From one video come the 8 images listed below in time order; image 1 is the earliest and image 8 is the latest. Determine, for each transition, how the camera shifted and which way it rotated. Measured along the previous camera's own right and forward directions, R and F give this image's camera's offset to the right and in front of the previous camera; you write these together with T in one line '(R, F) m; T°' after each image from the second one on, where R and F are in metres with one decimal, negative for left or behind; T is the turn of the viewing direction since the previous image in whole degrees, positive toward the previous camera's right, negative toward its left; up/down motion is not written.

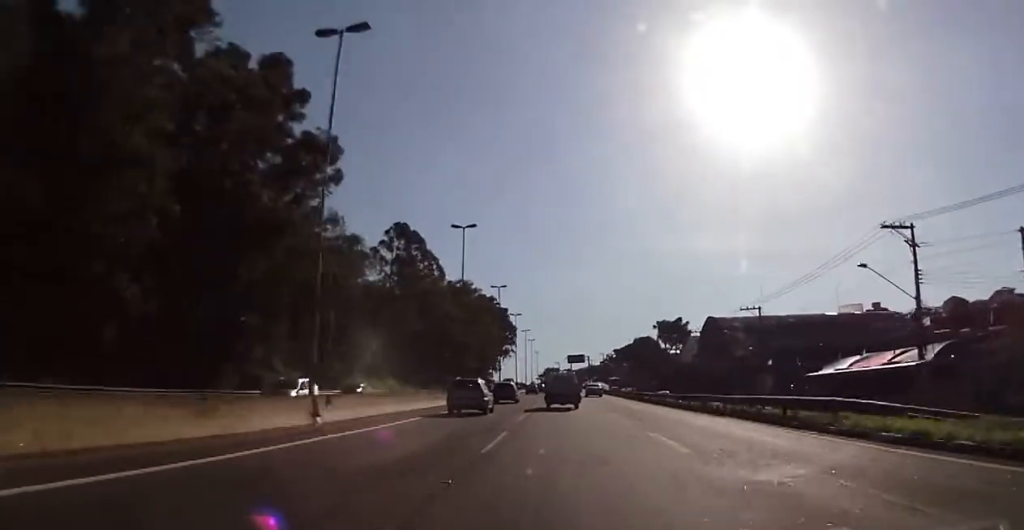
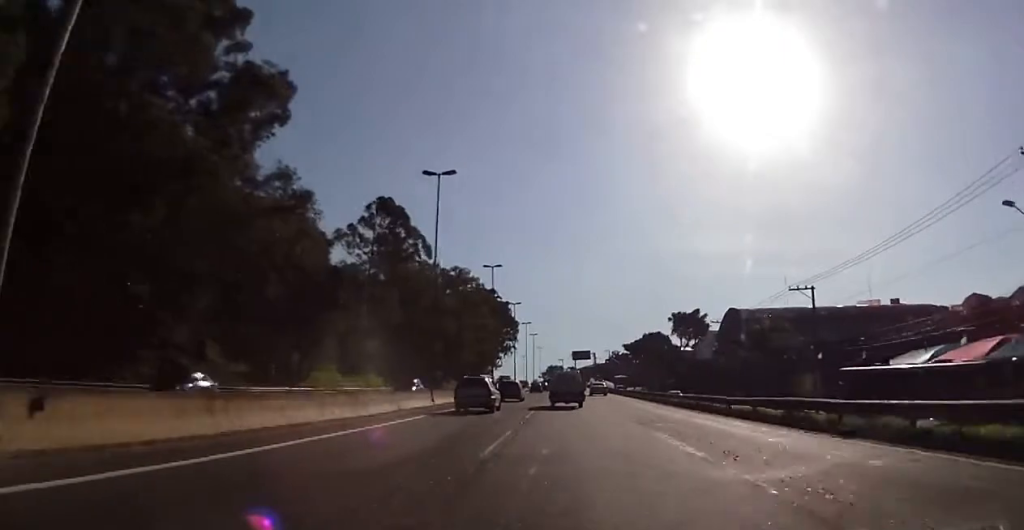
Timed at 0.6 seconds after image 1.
(0.0, +12.4) m; 0°
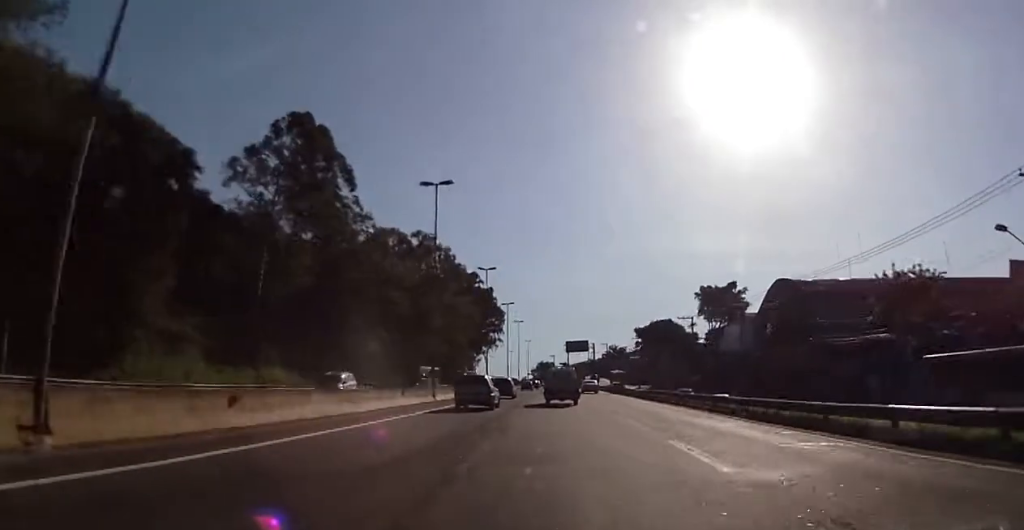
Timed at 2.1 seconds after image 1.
(0.0, +27.7) m; 0°
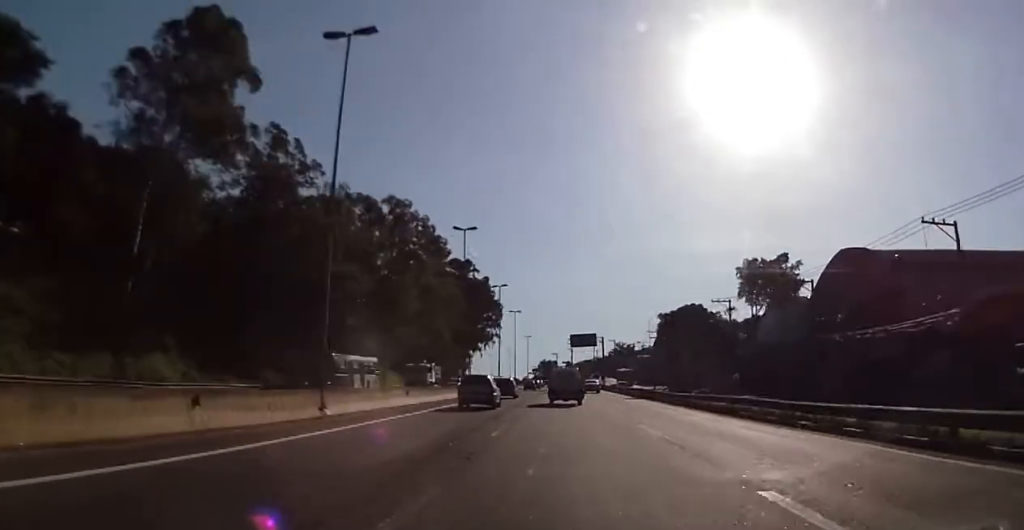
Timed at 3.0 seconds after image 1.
(0.0, +18.5) m; 0°
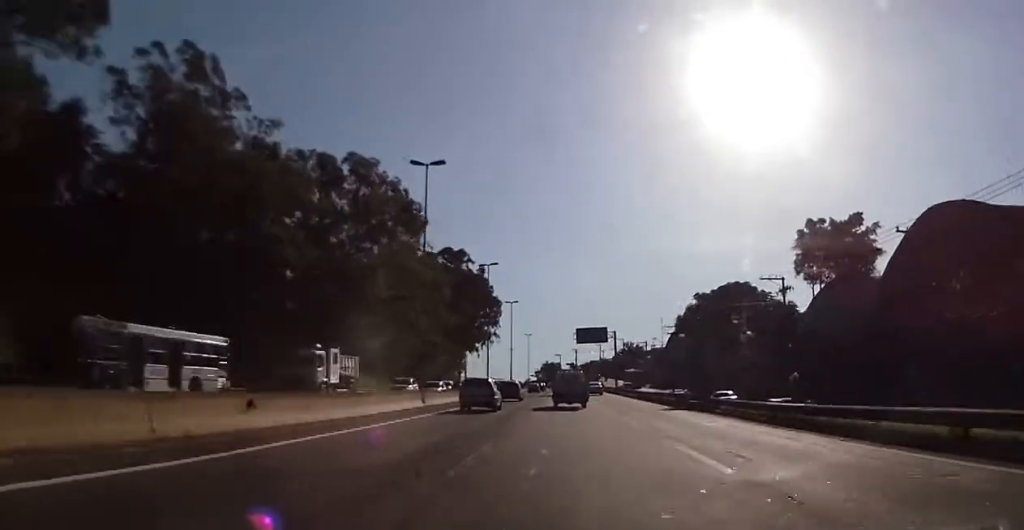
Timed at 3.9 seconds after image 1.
(0.0, +16.4) m; 0°
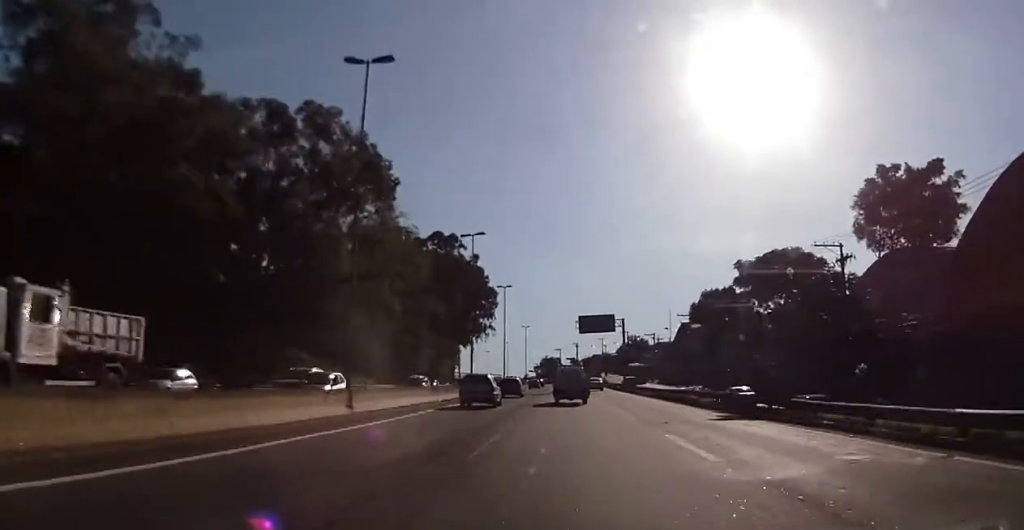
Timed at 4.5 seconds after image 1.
(0.0, +11.8) m; 0°
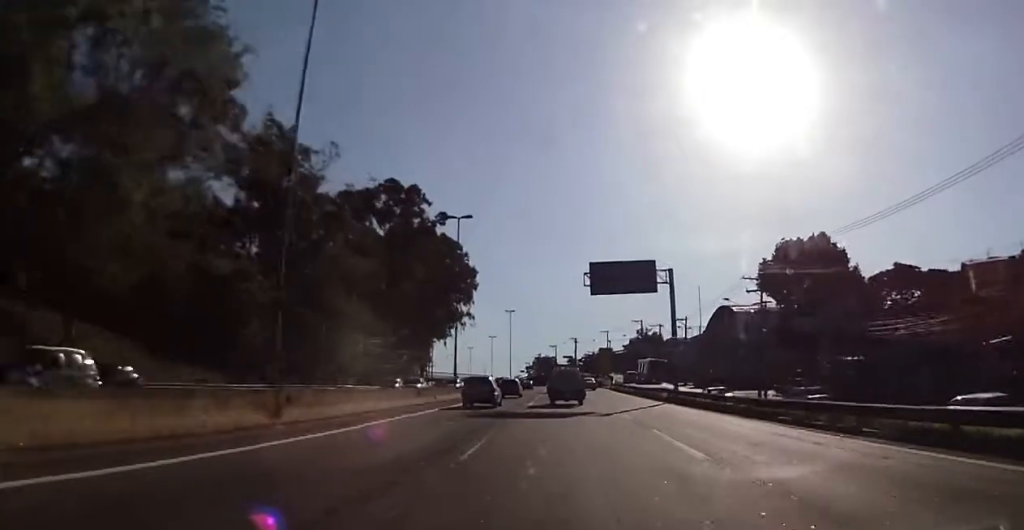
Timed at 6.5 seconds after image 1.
(-0.1, +36.0) m; 0°
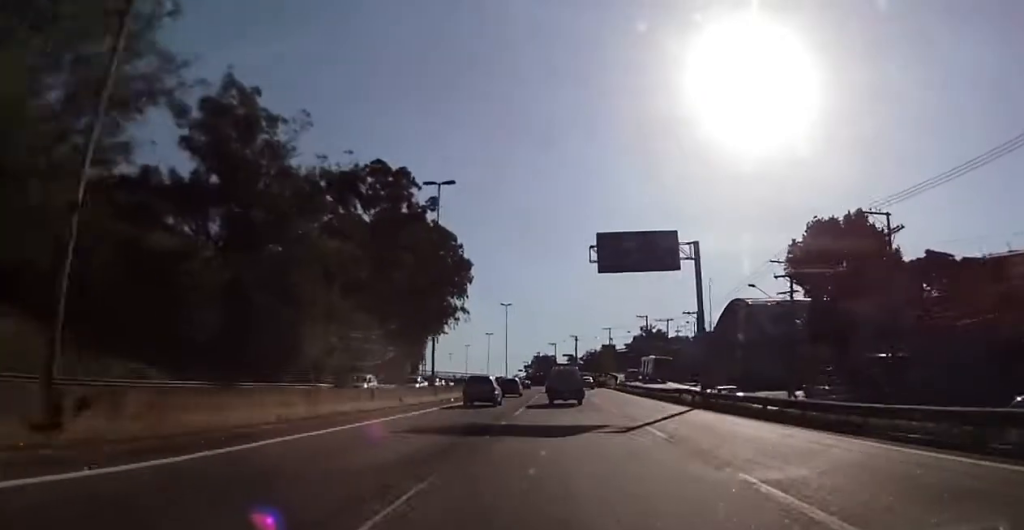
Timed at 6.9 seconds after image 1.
(0.0, +8.1) m; 0°
